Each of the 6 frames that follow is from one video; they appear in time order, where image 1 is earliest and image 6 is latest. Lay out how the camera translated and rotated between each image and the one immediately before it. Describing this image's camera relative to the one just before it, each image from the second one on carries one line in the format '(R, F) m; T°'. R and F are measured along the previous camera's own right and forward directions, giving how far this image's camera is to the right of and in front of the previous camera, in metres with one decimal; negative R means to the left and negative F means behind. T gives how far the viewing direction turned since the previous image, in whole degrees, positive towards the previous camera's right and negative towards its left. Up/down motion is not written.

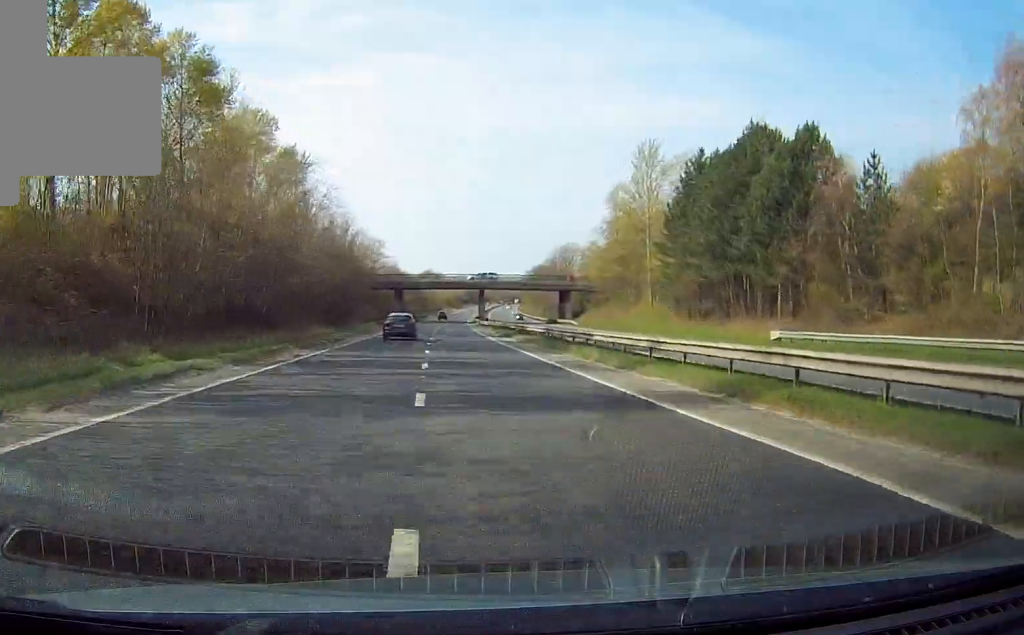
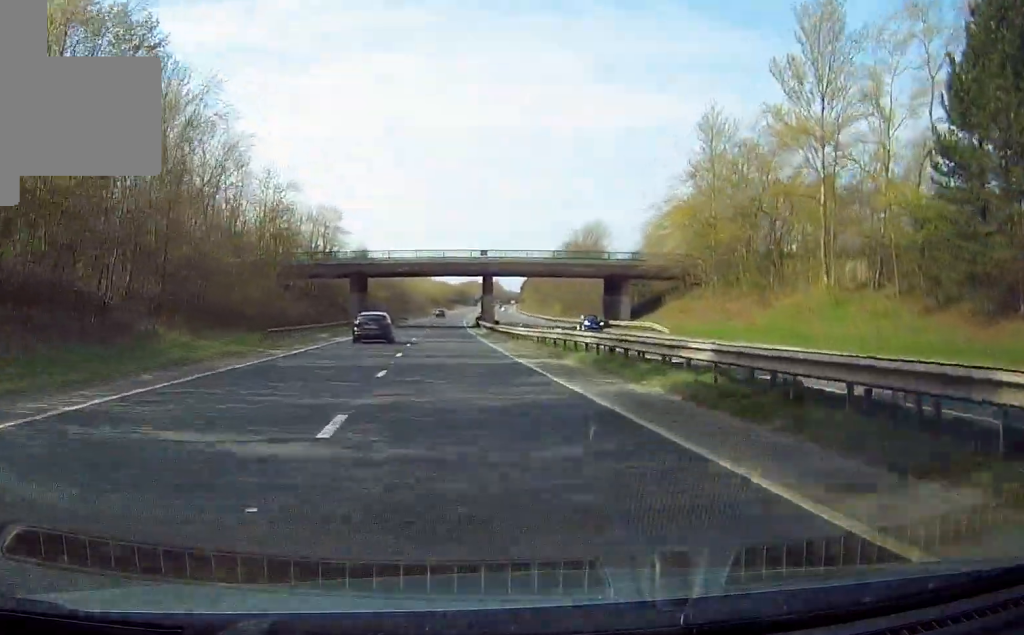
(+0.6, +46.6) m; +1°
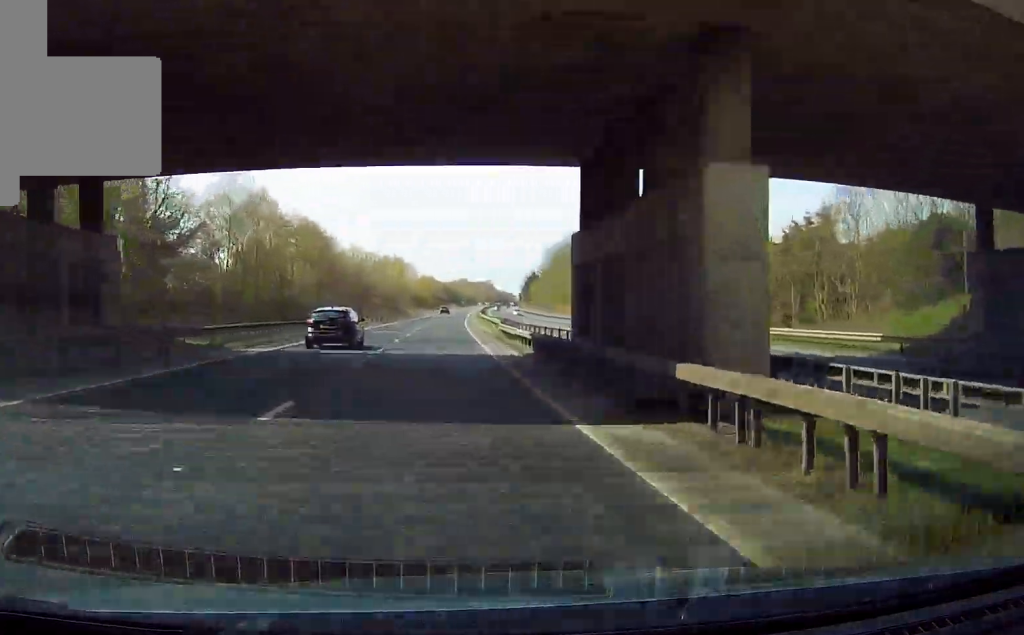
(+0.1, +68.8) m; +1°
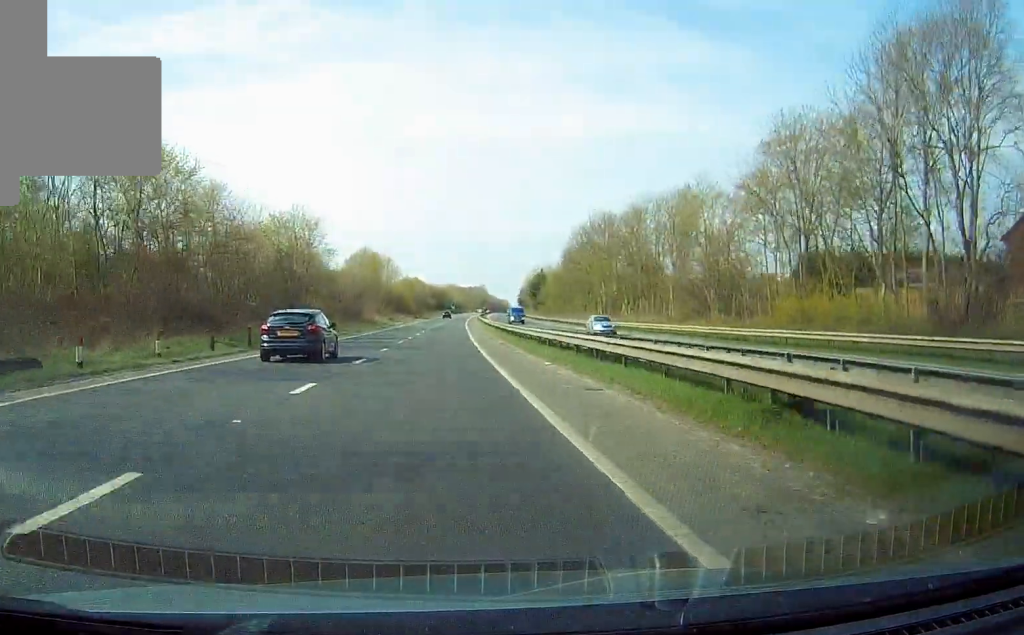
(-0.1, +49.6) m; 0°
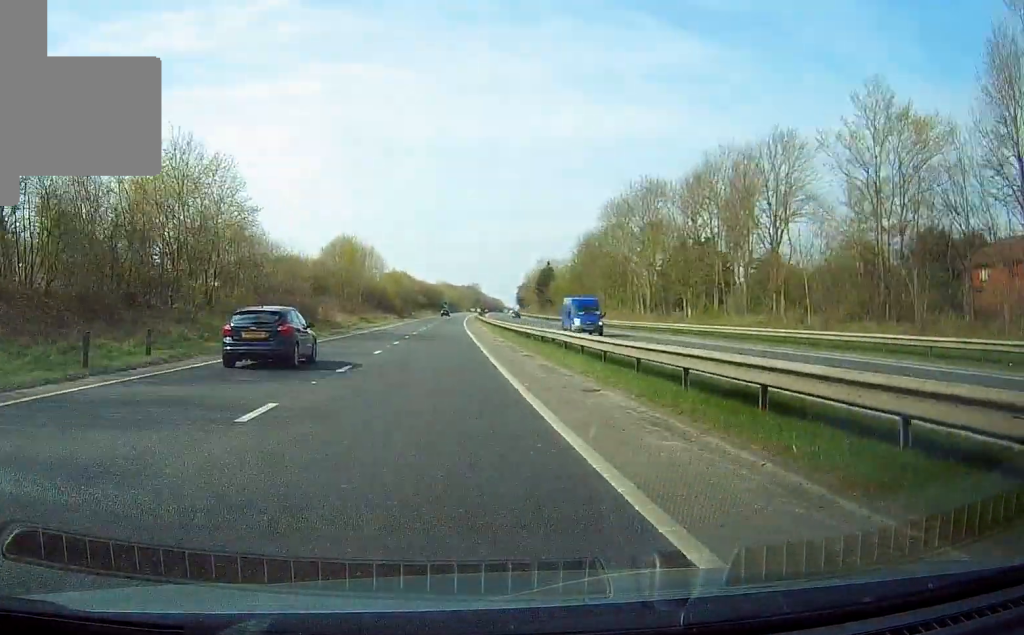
(+0.2, +29.6) m; +1°
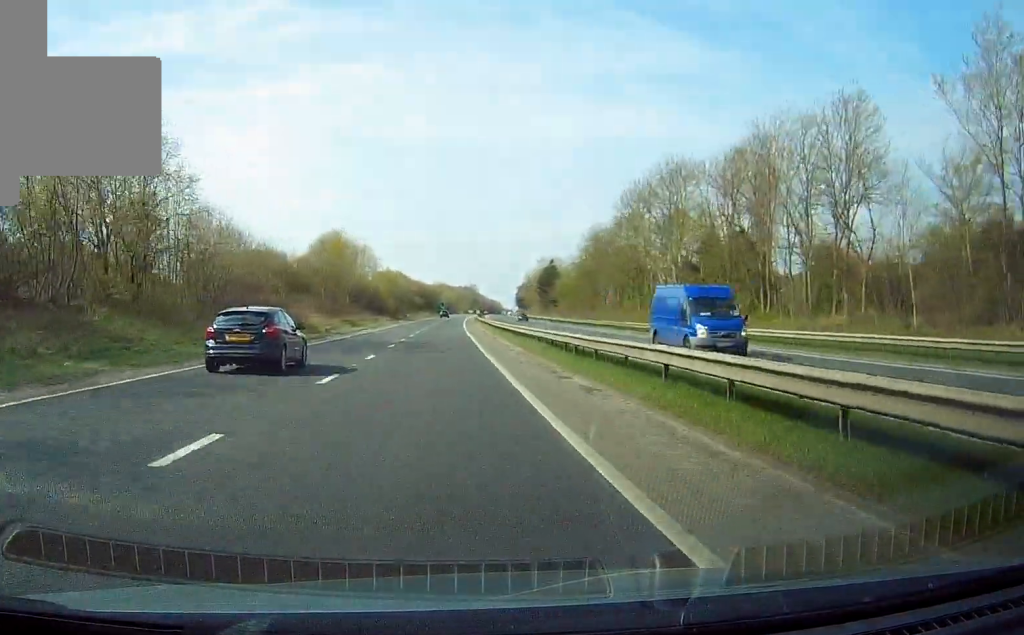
(0.0, +11.5) m; +1°
